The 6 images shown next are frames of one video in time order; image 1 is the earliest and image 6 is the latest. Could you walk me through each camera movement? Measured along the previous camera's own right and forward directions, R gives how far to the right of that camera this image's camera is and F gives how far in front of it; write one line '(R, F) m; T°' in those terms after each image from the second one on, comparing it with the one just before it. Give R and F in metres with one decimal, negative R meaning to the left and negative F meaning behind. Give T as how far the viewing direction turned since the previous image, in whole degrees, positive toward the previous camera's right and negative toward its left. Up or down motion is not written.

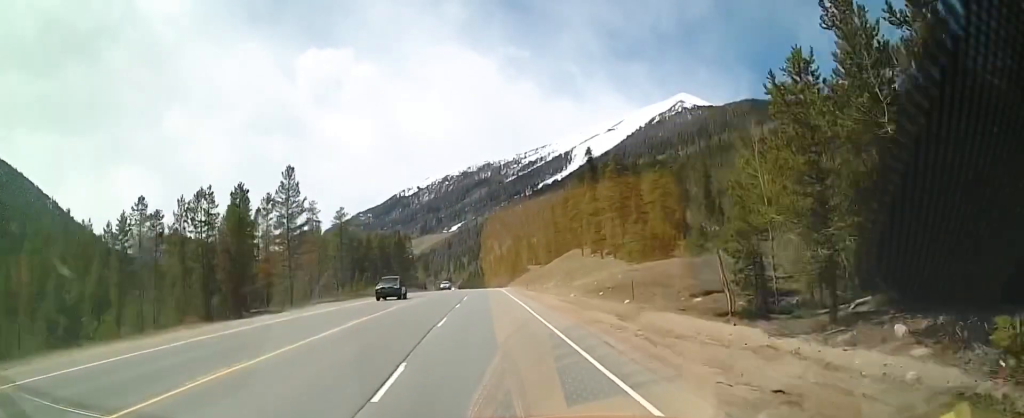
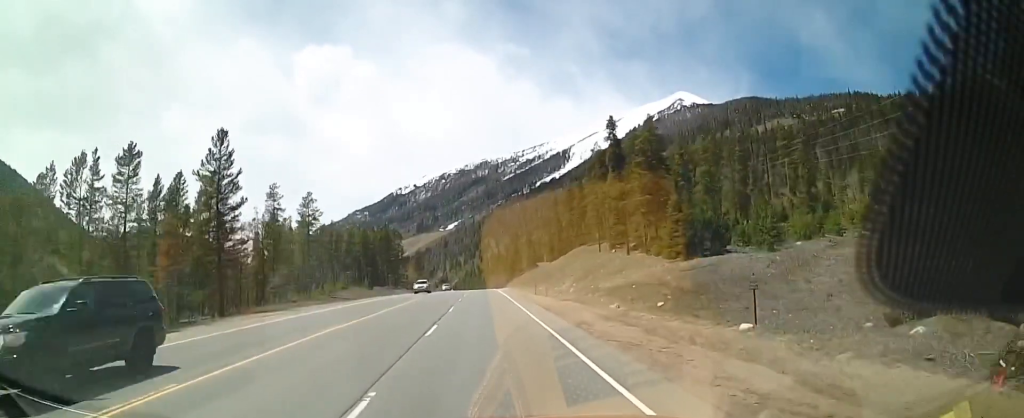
(+0.1, +14.9) m; 0°
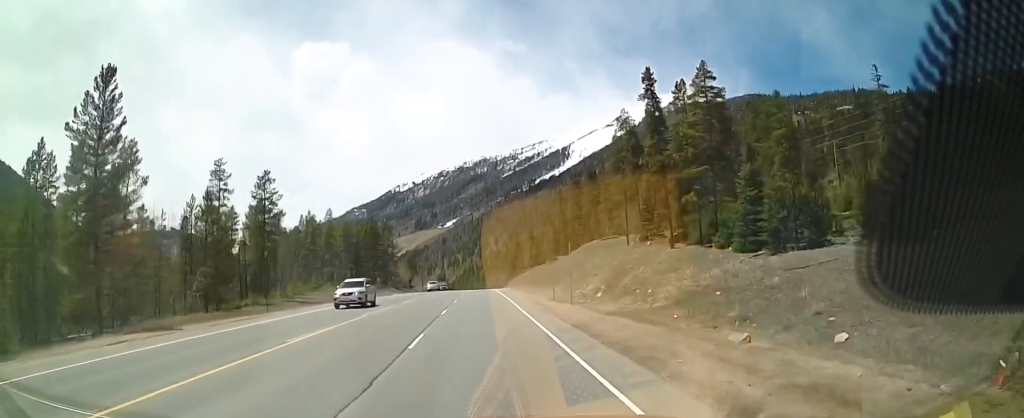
(-0.1, +14.8) m; 0°
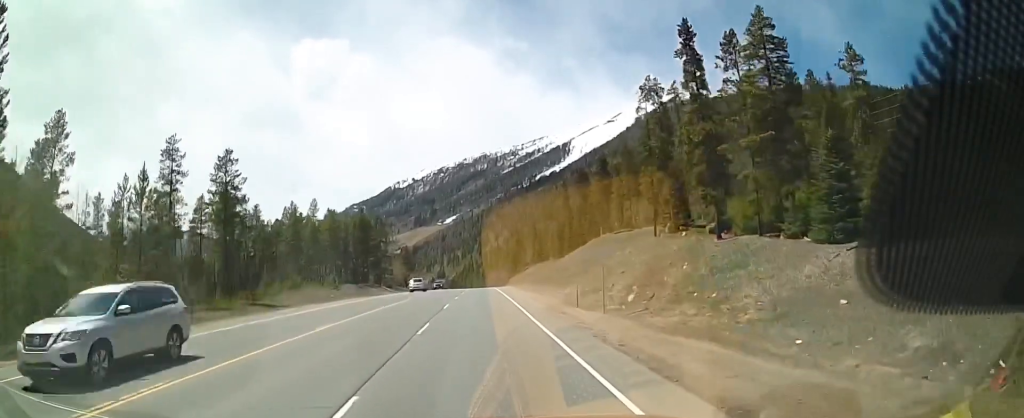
(0.0, +9.4) m; +1°
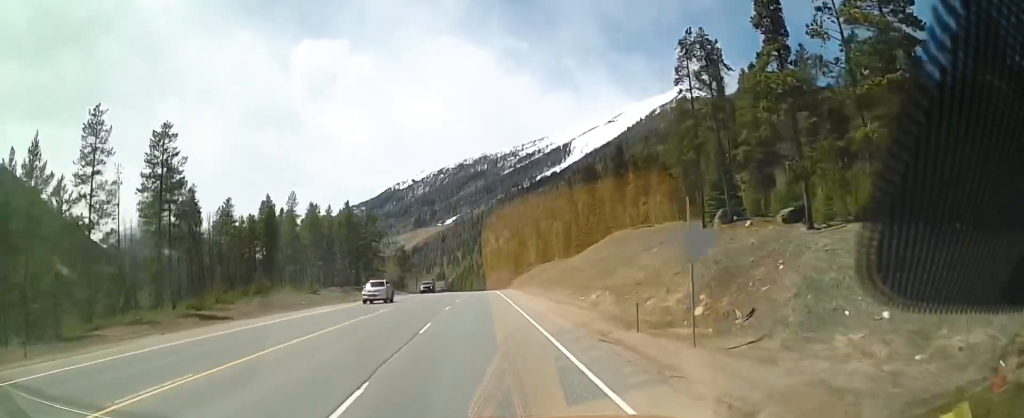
(0.0, +10.9) m; +1°
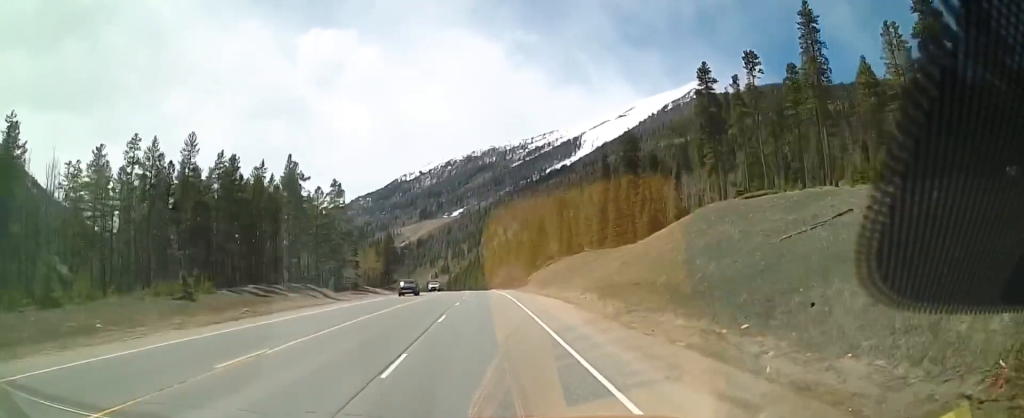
(-0.5, +32.9) m; -4°
